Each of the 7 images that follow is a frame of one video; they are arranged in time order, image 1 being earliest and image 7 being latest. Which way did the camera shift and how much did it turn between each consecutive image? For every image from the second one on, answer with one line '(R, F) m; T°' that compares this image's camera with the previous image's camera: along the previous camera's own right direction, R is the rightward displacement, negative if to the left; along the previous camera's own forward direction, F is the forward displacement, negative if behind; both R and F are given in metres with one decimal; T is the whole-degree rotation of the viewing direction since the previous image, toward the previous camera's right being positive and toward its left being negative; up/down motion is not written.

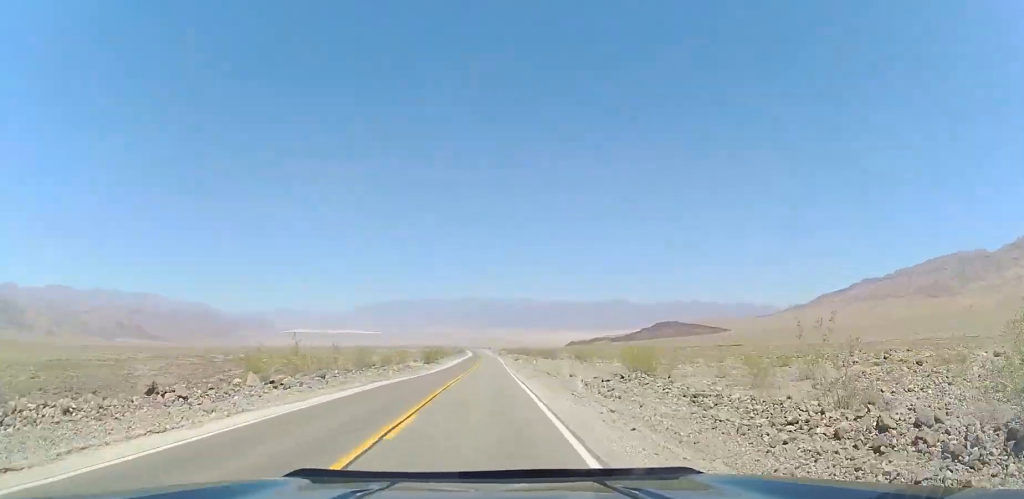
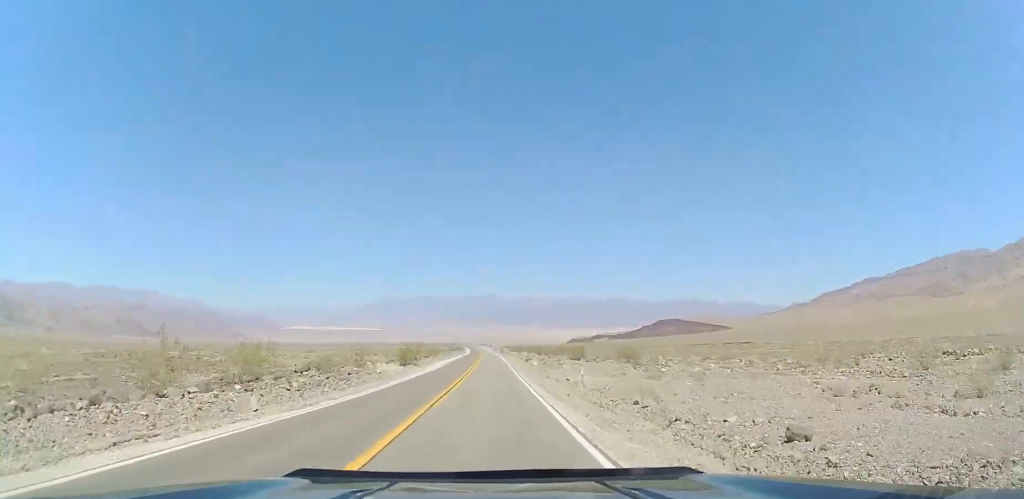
(-0.3, +23.2) m; -1°
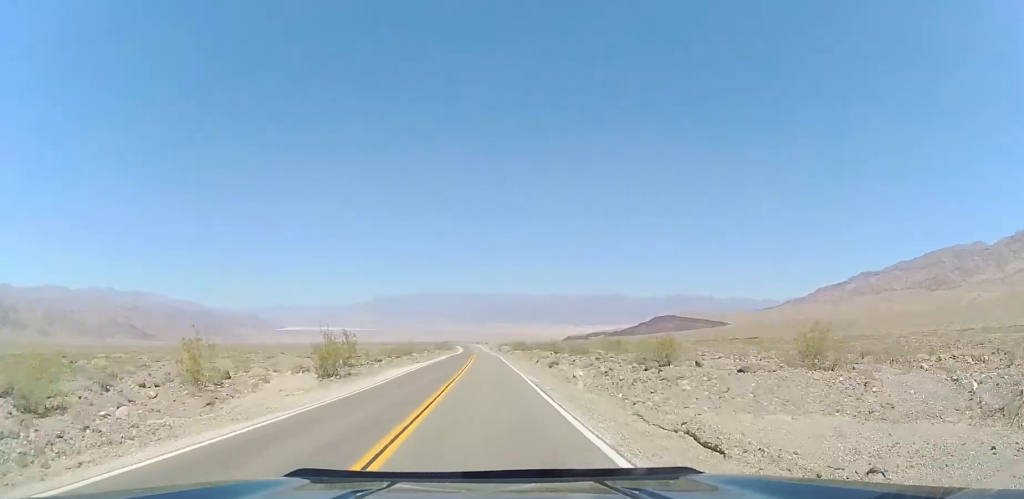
(-0.1, +27.5) m; 0°
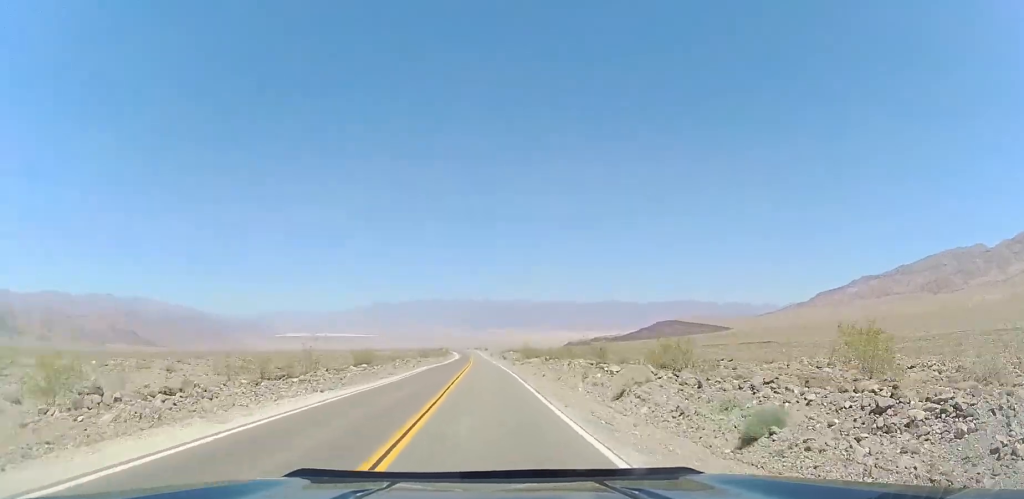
(0.0, +27.5) m; 0°
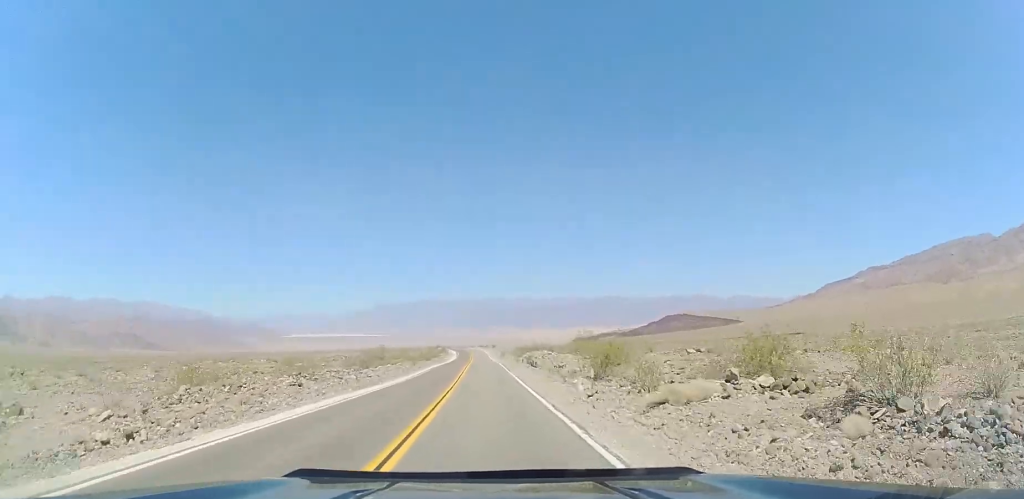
(+0.1, +44.9) m; +1°
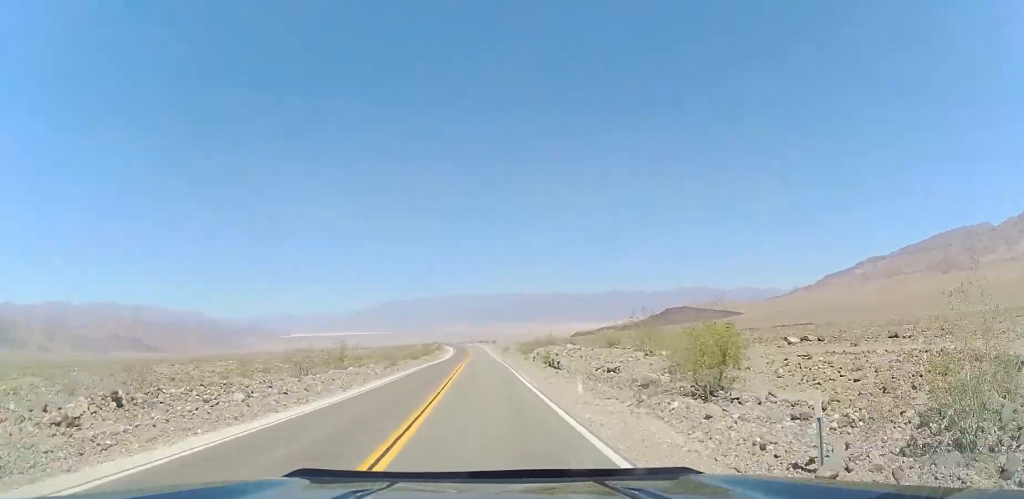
(+0.1, +13.9) m; 0°
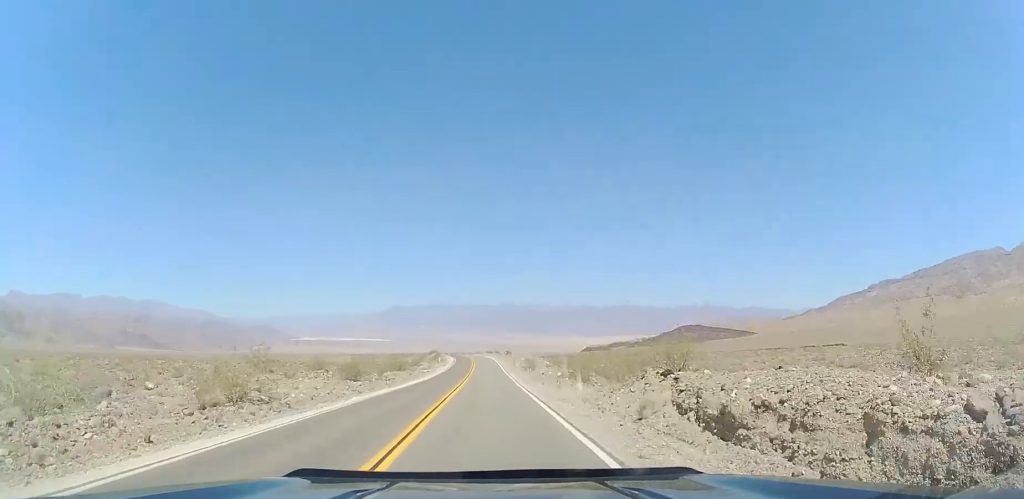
(-0.3, +33.7) m; -2°
